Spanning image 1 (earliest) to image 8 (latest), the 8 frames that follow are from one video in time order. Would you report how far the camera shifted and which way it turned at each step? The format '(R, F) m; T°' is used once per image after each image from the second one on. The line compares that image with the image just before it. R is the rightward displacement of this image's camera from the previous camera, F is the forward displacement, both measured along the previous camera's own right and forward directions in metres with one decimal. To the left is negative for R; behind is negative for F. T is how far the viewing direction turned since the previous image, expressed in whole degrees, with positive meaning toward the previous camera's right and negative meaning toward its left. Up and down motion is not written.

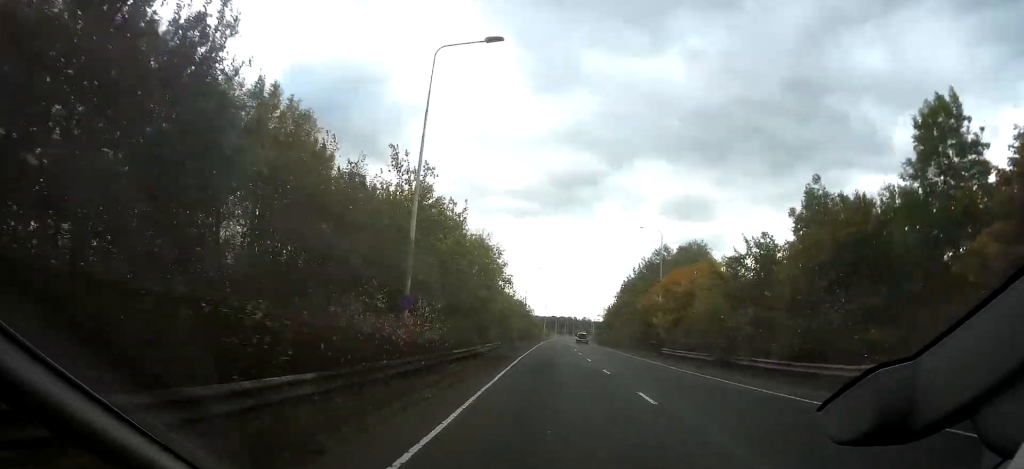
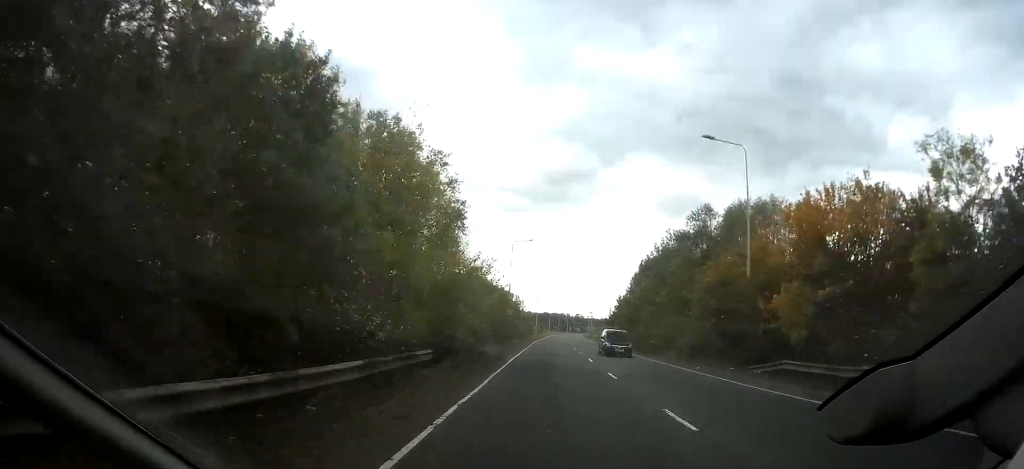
(0.0, +21.6) m; +1°
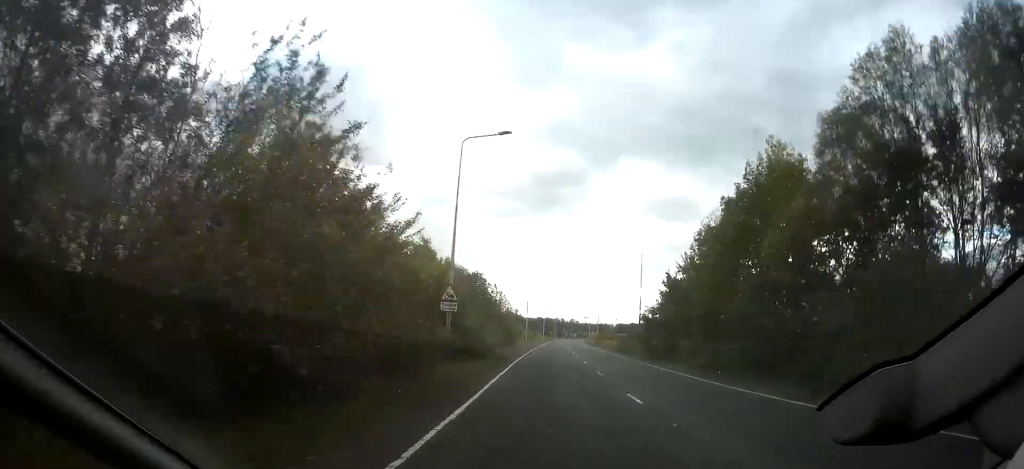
(+0.5, +31.6) m; +2°
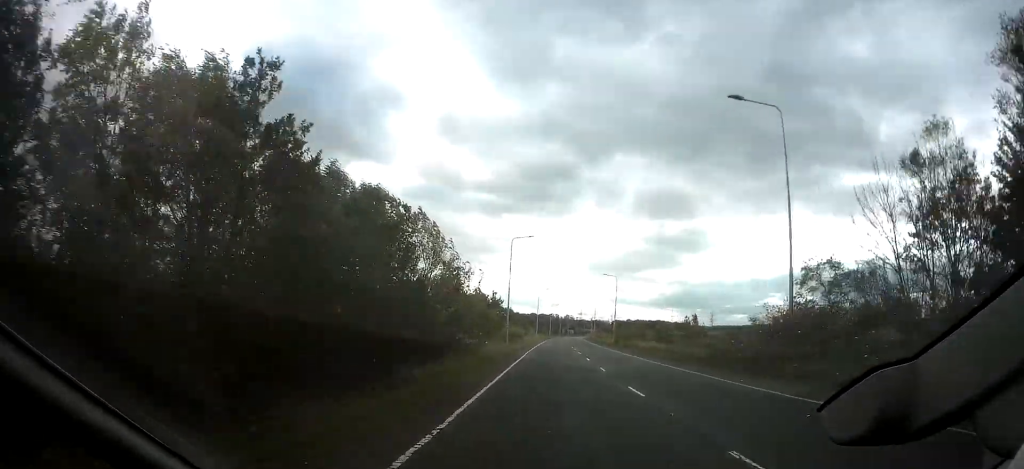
(+0.3, +35.2) m; +1°
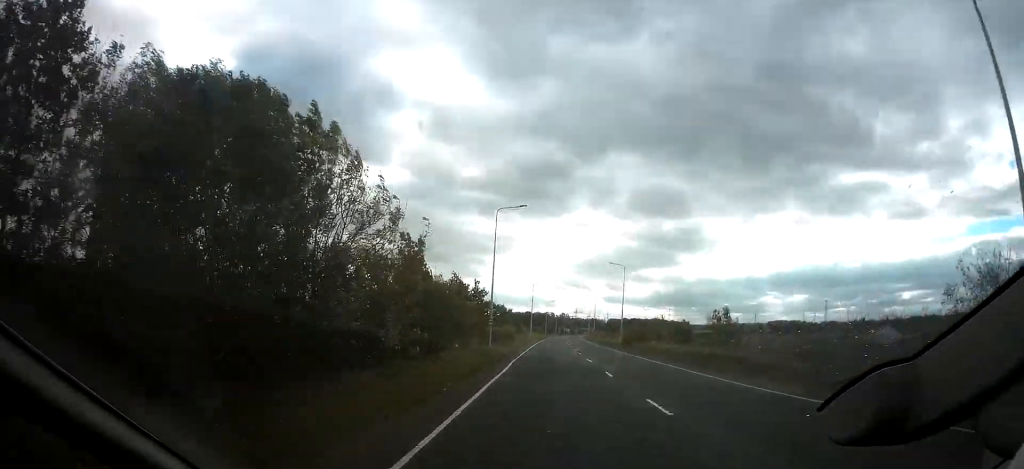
(0.0, +12.2) m; 0°
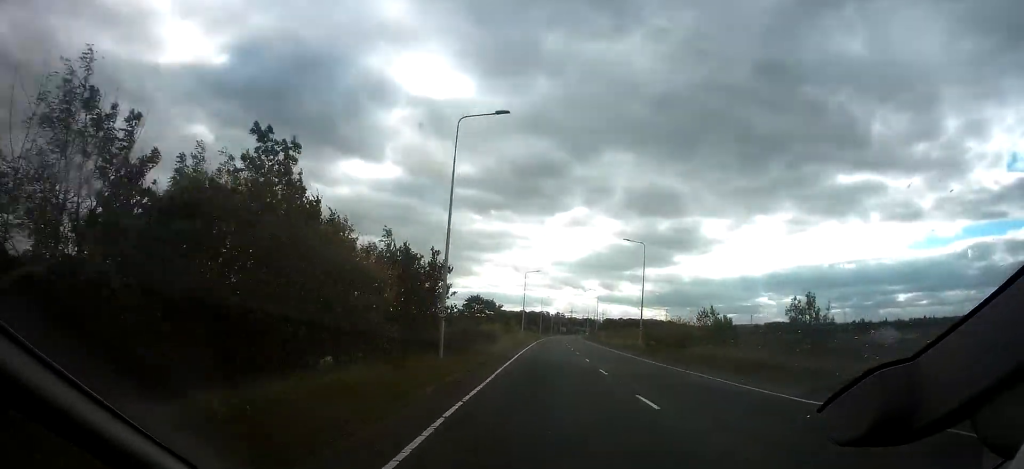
(0.0, +17.3) m; 0°
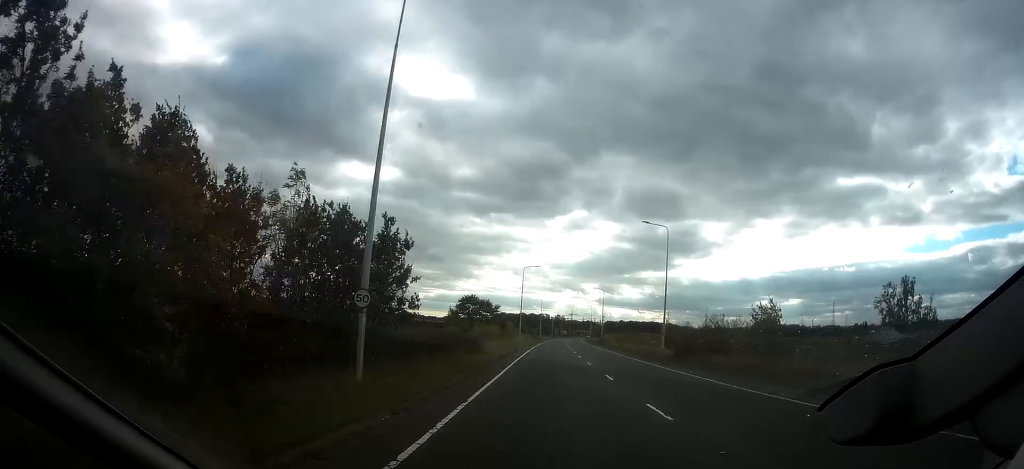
(0.0, +10.1) m; 0°
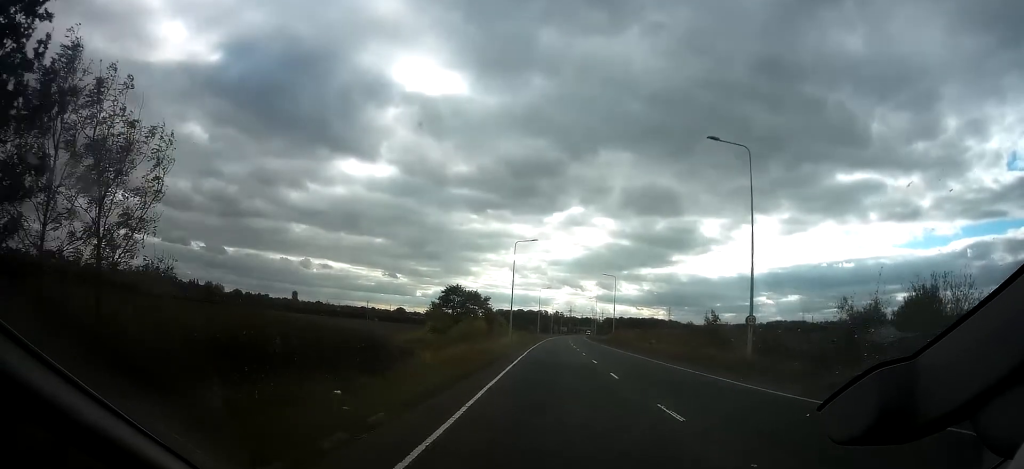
(+0.1, +18.7) m; +1°
